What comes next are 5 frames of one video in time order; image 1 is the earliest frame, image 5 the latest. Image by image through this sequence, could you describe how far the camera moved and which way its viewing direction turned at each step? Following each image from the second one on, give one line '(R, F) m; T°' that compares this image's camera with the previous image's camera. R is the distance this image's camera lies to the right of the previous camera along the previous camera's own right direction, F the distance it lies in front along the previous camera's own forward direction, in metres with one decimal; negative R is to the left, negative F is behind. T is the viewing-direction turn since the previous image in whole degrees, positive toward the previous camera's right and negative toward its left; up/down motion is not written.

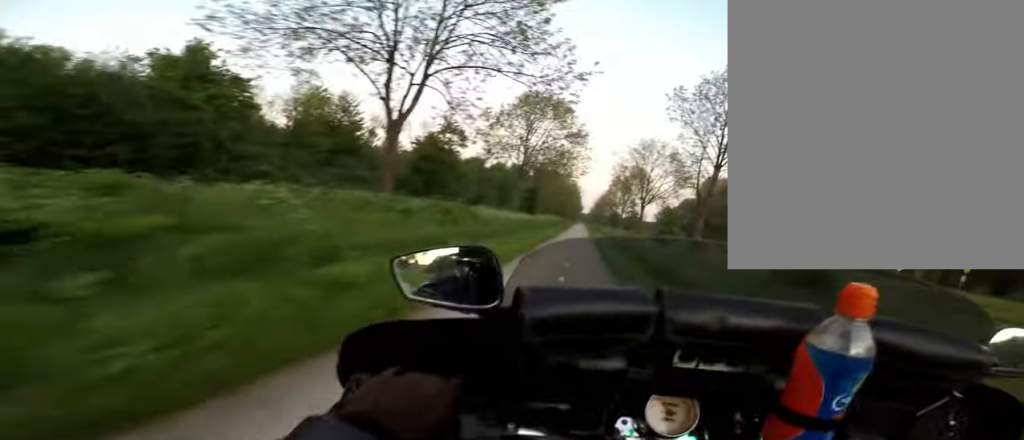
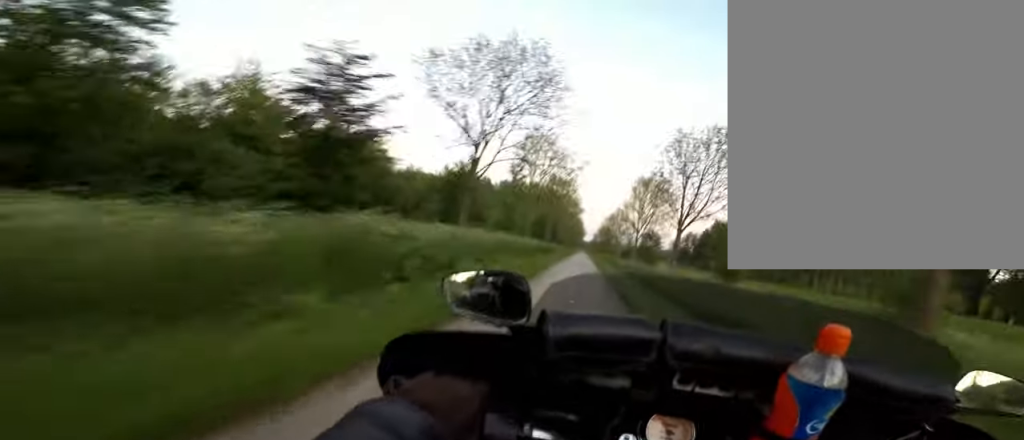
(-0.1, +39.8) m; +2°
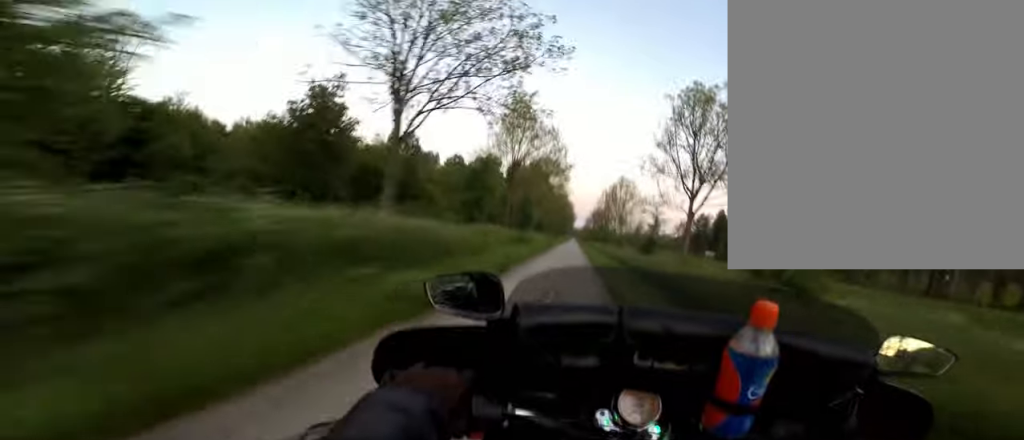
(-1.0, +30.6) m; 0°
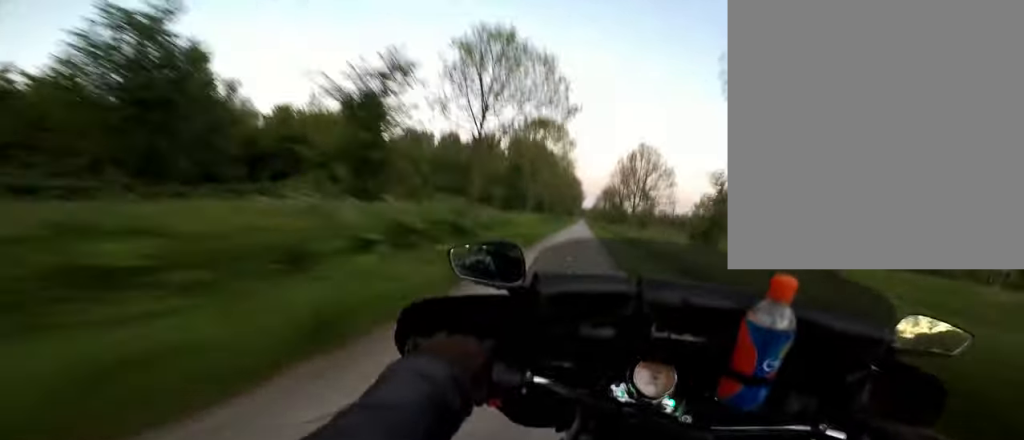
(-0.4, +14.9) m; -4°
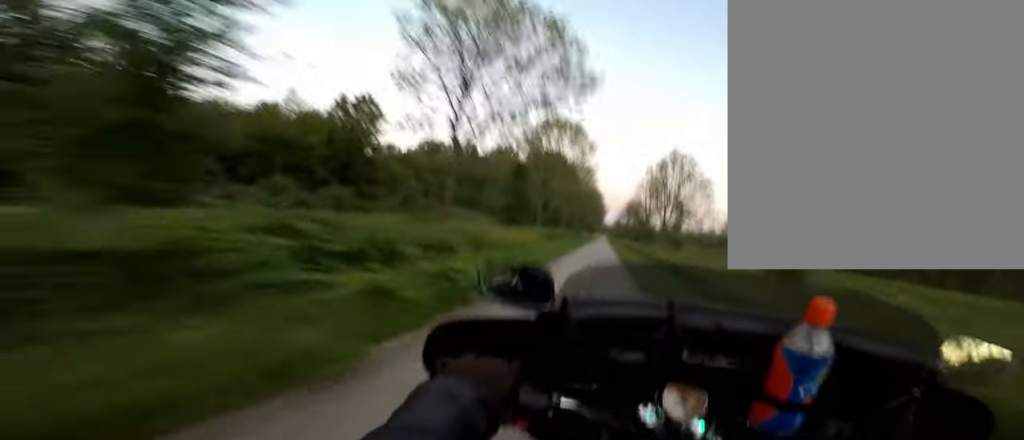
(-0.2, +7.4) m; +1°
